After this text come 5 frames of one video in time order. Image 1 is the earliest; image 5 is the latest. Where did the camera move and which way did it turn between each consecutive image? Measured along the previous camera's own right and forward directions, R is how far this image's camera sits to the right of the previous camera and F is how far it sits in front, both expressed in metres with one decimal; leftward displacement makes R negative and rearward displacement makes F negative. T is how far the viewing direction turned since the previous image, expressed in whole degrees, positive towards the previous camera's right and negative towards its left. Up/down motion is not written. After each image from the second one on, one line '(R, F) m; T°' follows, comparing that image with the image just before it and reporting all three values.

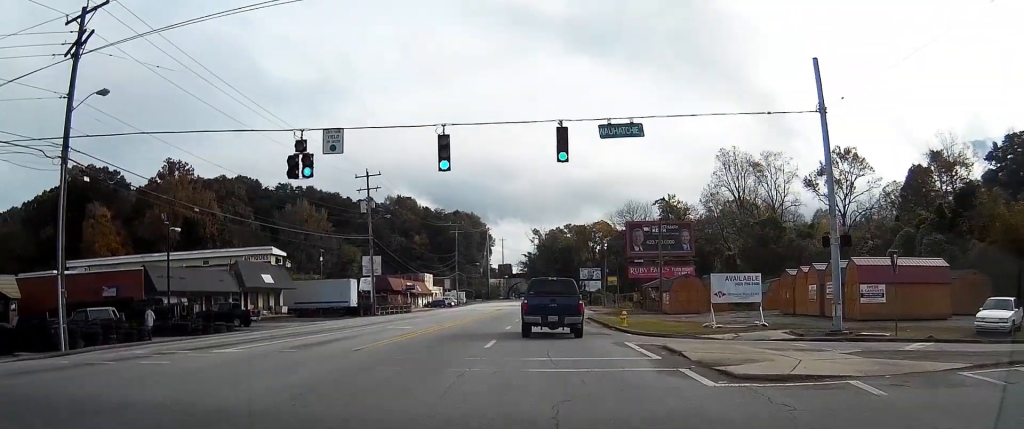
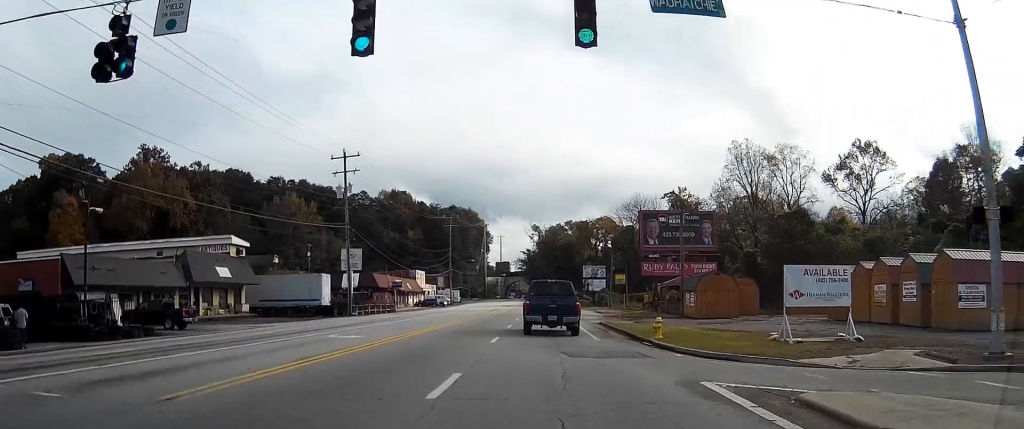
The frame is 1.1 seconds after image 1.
(+0.2, +10.6) m; +2°
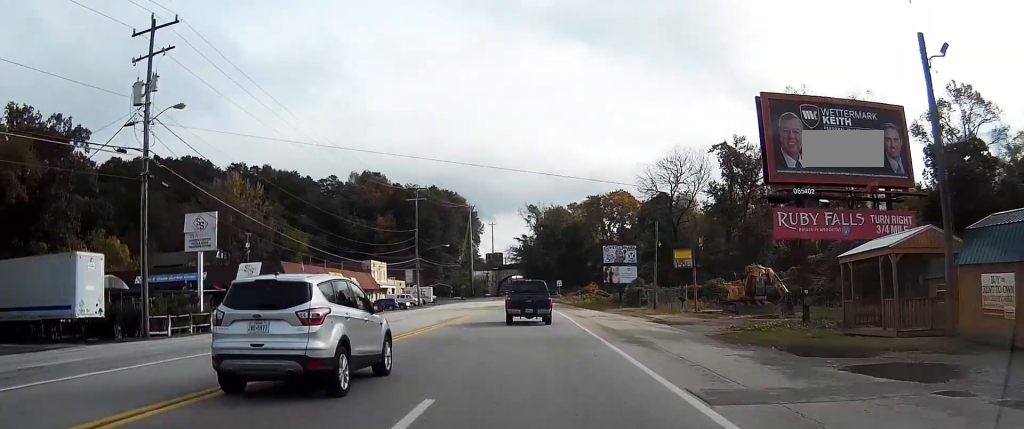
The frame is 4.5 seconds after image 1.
(+1.3, +39.6) m; +1°
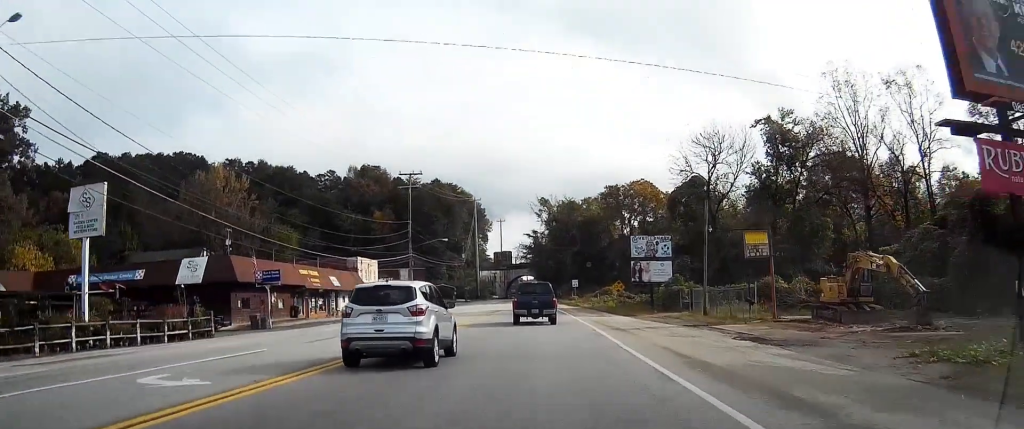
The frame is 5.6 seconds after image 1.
(-0.3, +14.6) m; -2°
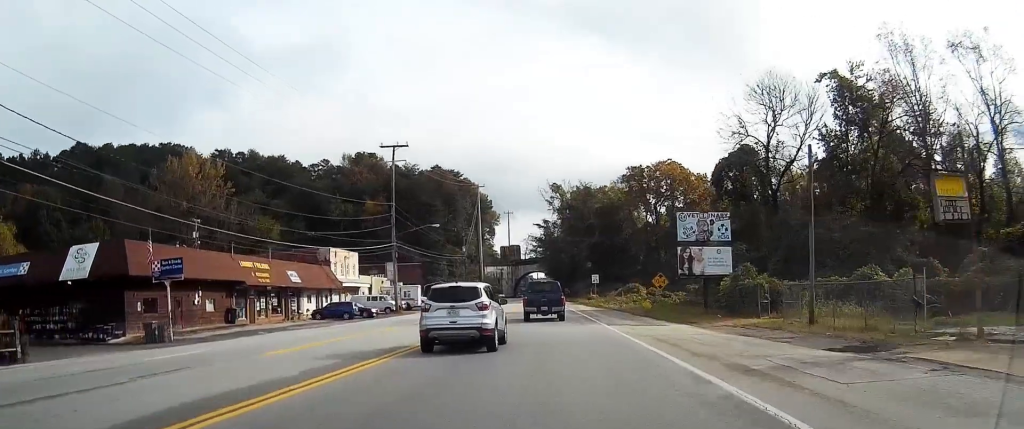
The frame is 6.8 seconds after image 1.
(-0.2, +17.3) m; -1°
